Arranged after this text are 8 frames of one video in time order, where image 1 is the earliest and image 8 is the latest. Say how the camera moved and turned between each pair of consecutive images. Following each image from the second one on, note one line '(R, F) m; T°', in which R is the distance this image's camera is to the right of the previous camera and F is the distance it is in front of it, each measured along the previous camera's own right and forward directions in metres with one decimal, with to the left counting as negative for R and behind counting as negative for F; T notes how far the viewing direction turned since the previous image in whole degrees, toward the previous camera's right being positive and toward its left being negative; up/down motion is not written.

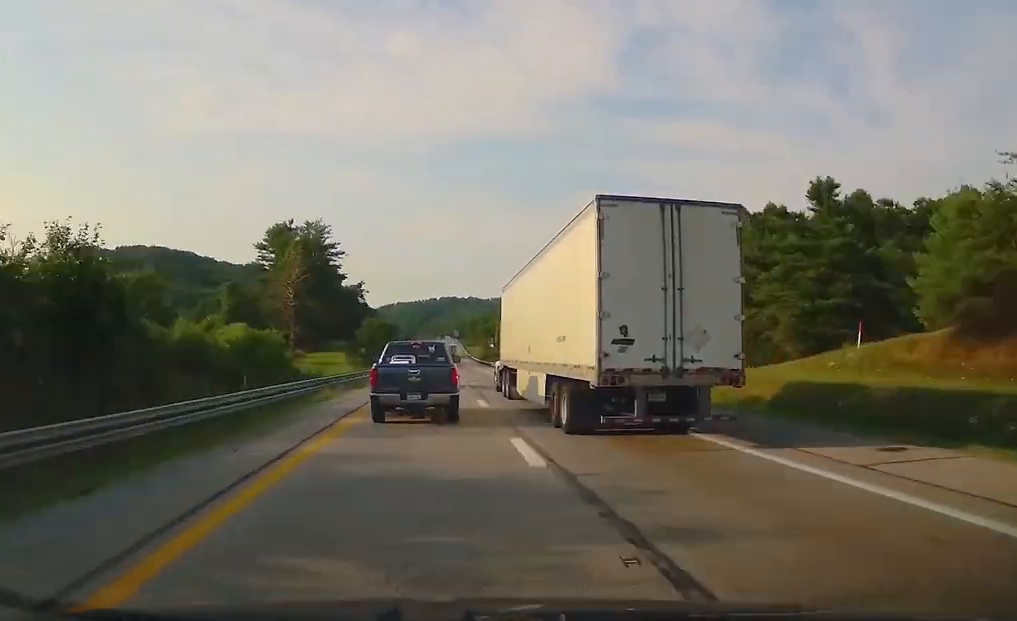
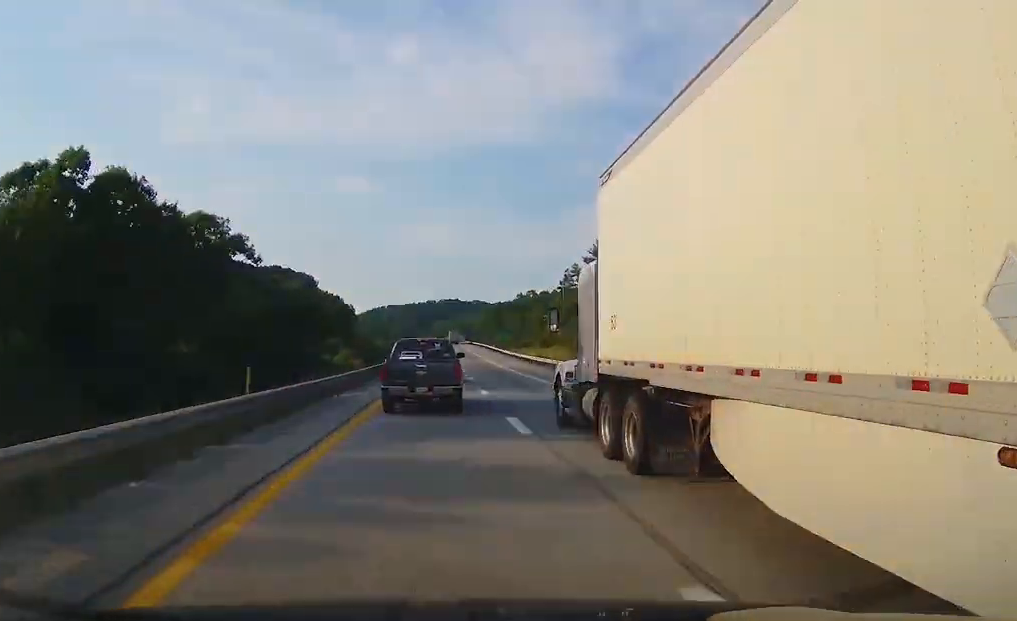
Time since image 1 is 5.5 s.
(+2.1, +188.5) m; +1°
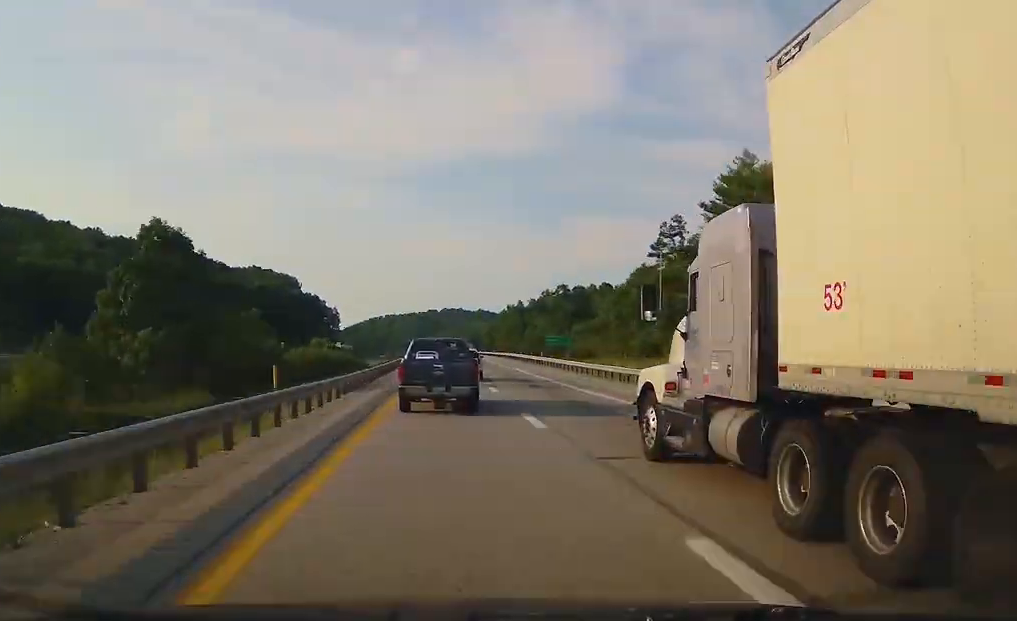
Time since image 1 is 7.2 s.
(-0.3, +58.9) m; 0°
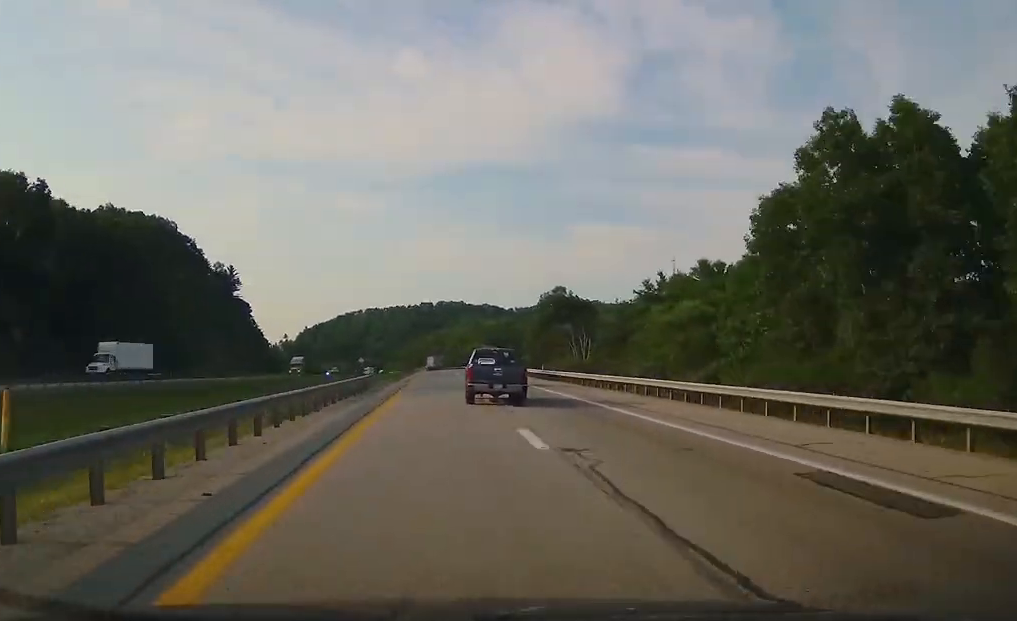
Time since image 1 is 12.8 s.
(-2.3, +188.8) m; -1°
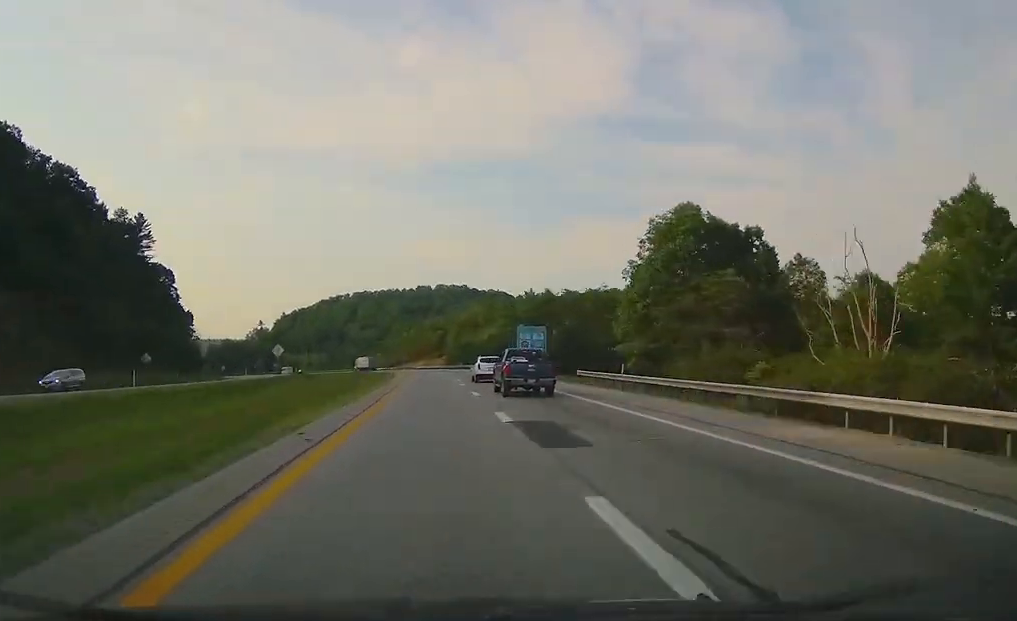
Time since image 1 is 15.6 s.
(-0.7, +93.9) m; -4°
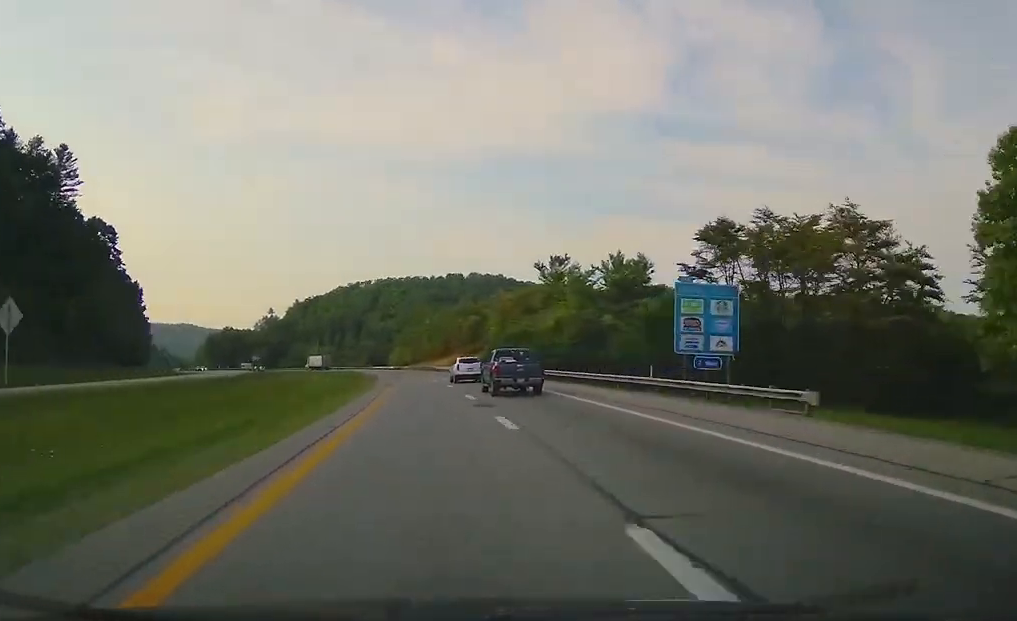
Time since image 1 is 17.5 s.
(+2.0, +62.4) m; -4°
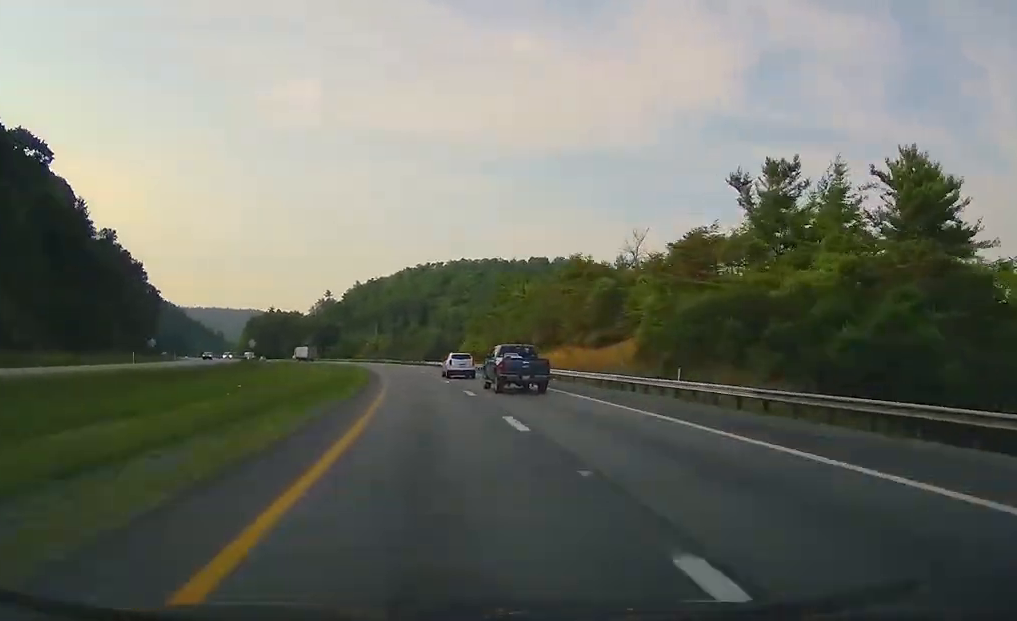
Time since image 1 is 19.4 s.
(-5.5, +62.4) m; -7°
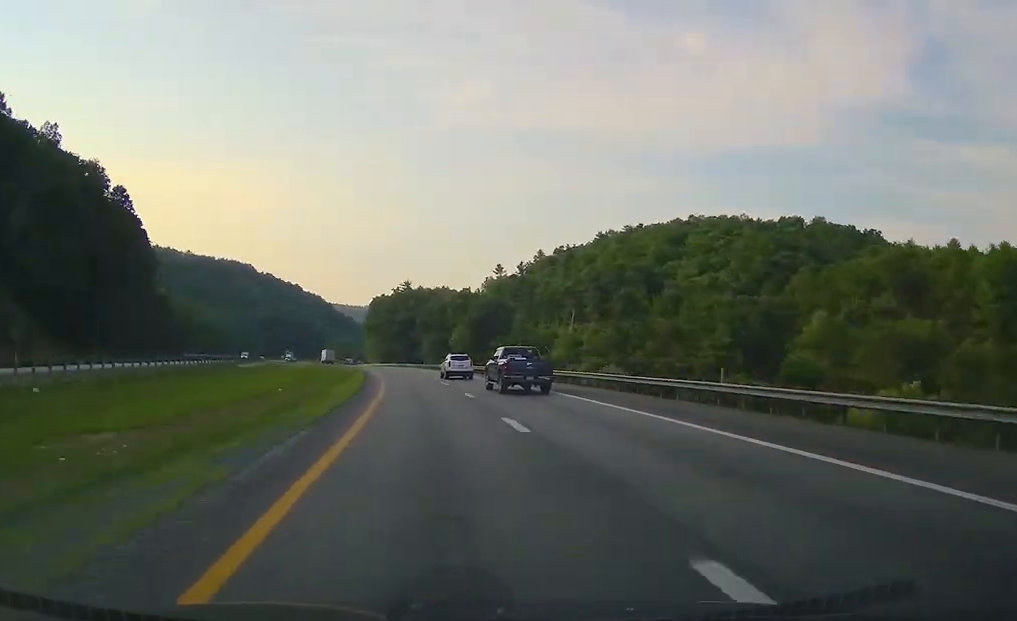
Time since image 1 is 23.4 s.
(-17.0, +132.0) m; -13°
